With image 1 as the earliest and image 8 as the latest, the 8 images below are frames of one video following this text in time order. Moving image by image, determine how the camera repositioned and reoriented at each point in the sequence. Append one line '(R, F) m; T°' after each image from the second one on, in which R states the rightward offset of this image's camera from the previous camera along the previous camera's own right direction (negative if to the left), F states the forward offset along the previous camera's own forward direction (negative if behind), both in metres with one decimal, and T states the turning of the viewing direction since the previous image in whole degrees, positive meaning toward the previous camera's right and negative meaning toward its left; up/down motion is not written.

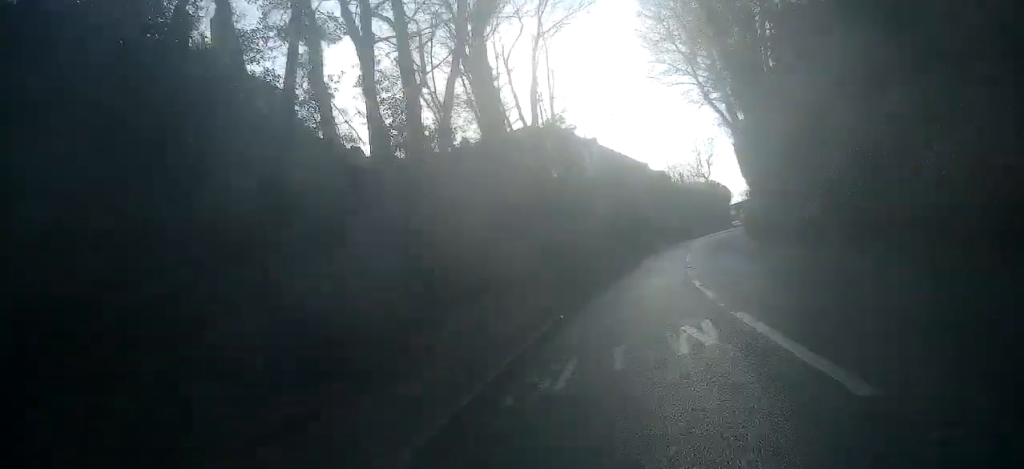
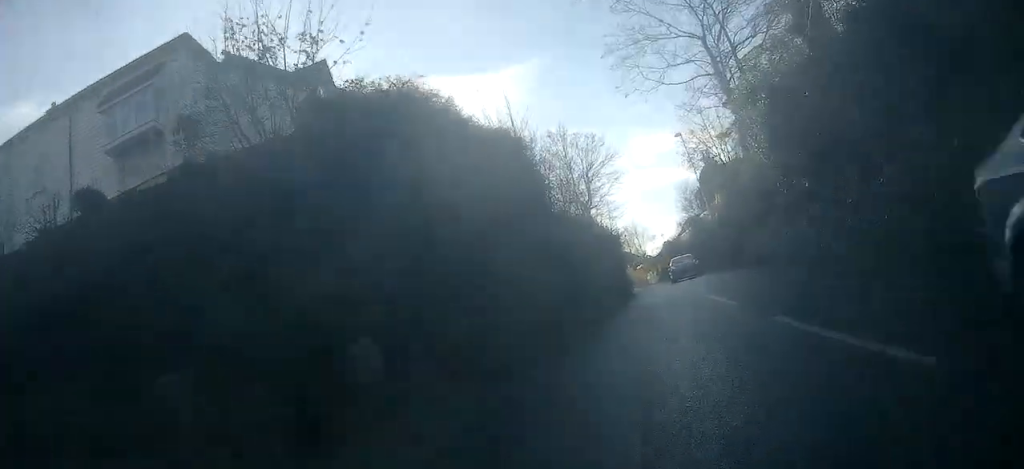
(+4.5, +33.6) m; +21°
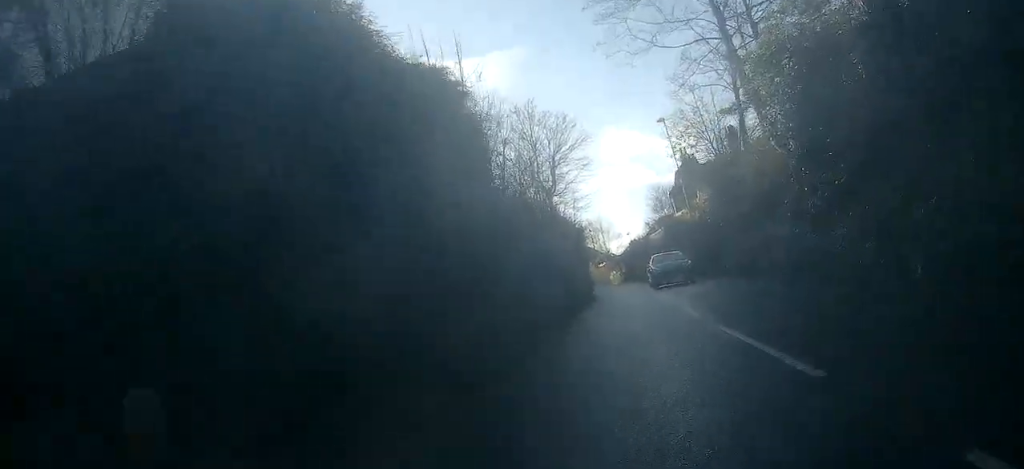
(+0.3, +4.5) m; +2°
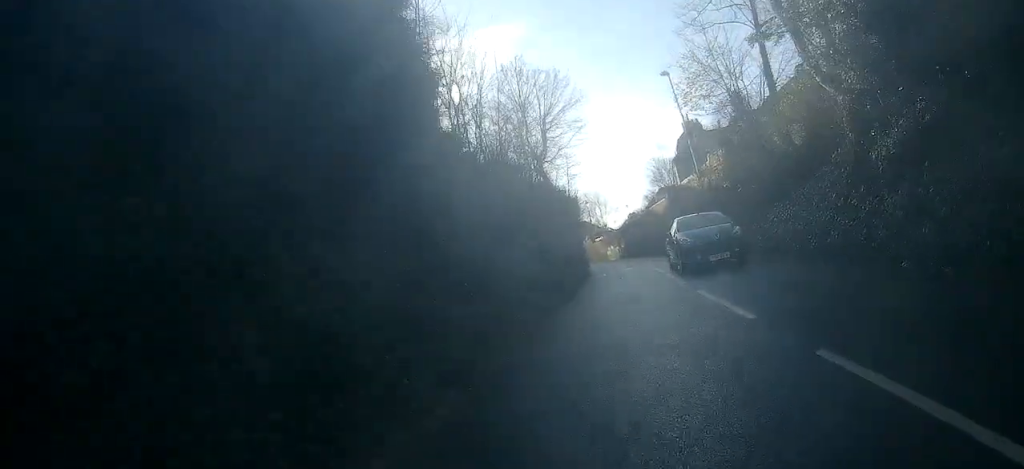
(+0.1, +4.0) m; +1°
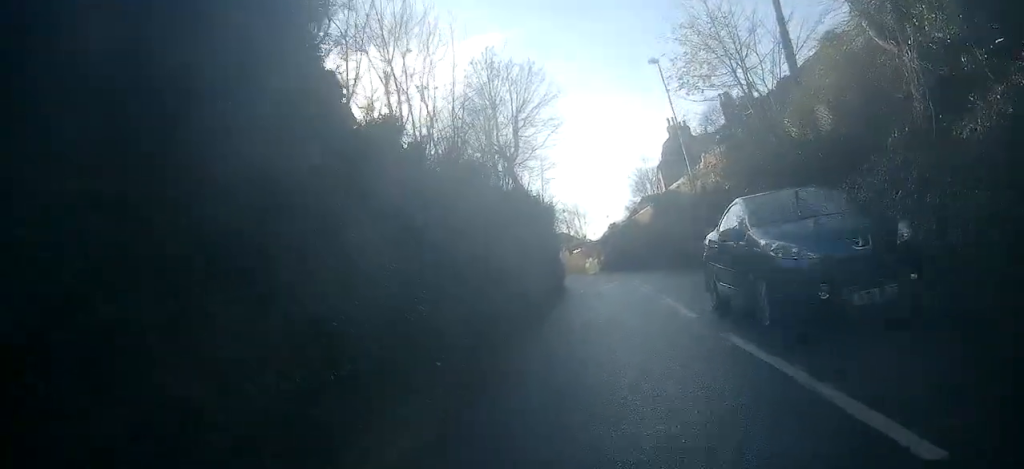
(0.0, +4.1) m; -1°
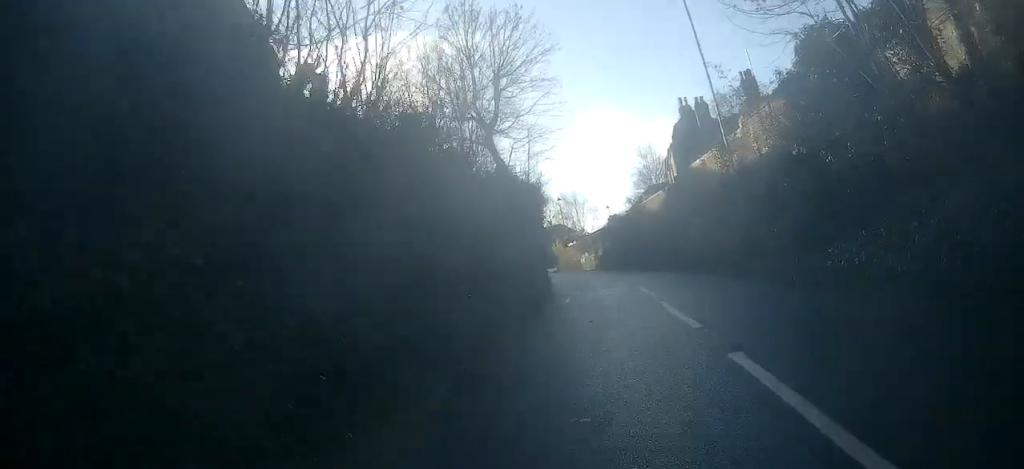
(-0.1, +7.1) m; -1°
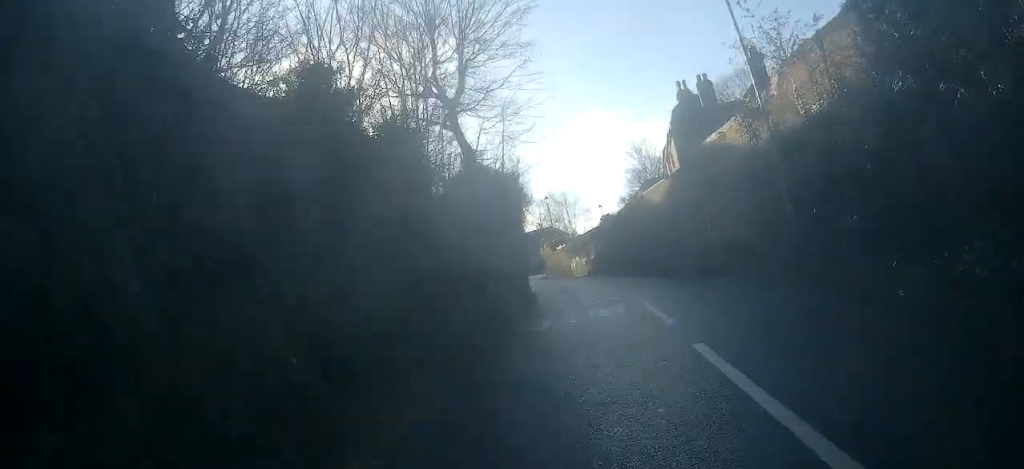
(-0.2, +5.1) m; 0°
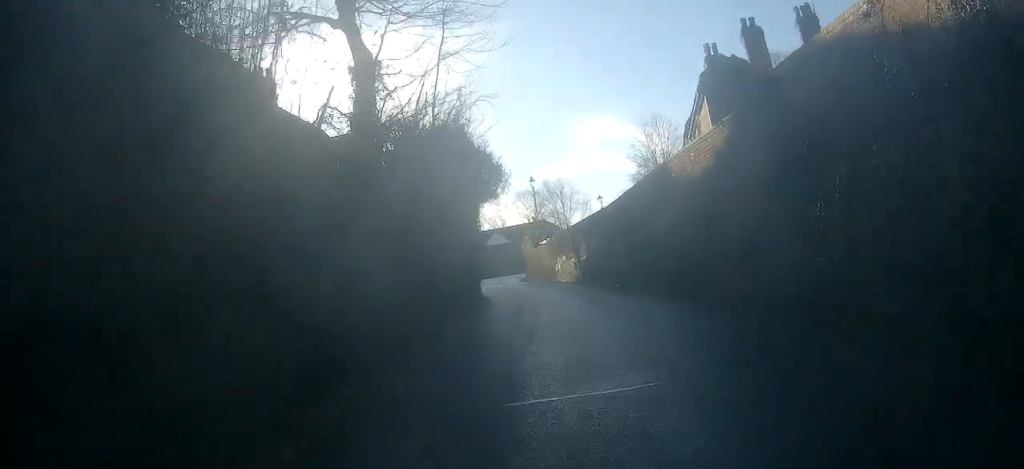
(+0.1, +9.8) m; -2°
